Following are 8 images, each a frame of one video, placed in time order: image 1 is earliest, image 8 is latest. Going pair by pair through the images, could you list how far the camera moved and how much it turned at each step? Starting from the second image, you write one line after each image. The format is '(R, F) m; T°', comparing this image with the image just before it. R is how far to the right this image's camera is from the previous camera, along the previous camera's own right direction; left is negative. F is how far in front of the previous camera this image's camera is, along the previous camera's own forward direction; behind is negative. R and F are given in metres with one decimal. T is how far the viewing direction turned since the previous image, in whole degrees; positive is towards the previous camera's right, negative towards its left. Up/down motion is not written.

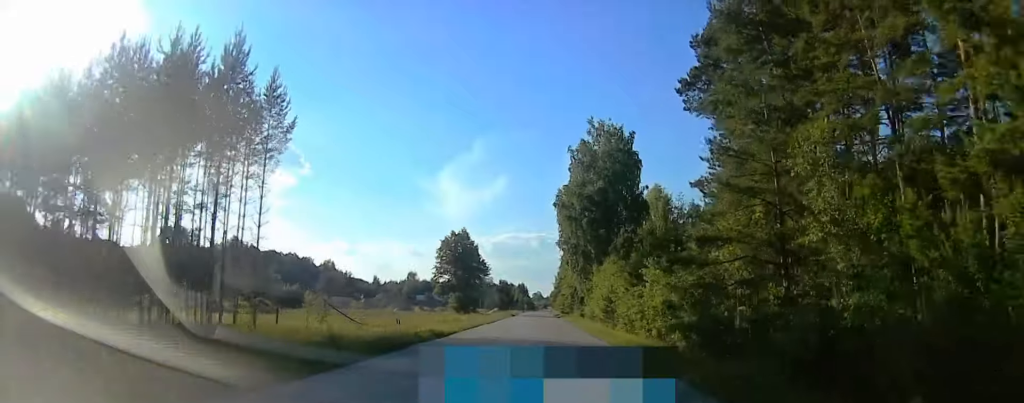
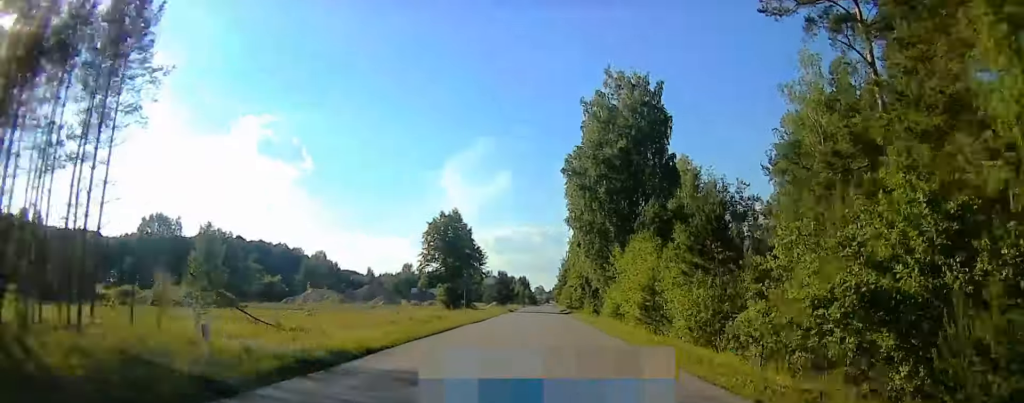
(0.0, +14.1) m; 0°
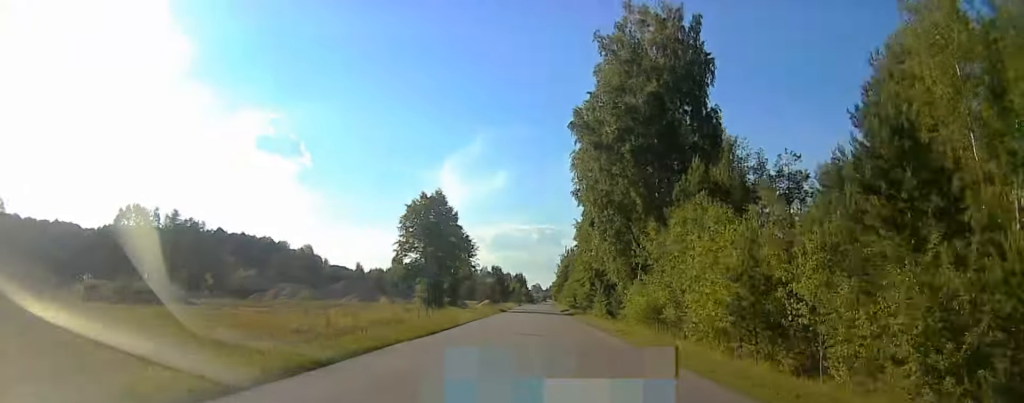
(+0.1, +14.0) m; 0°
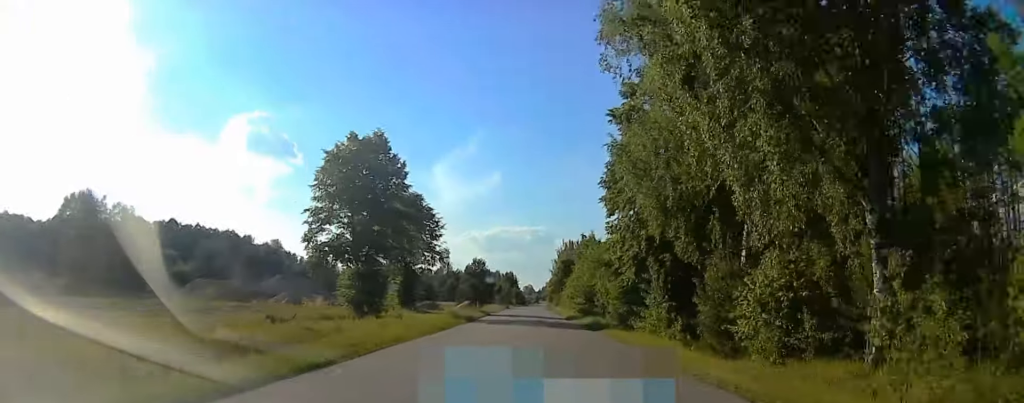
(0.0, +25.8) m; 0°
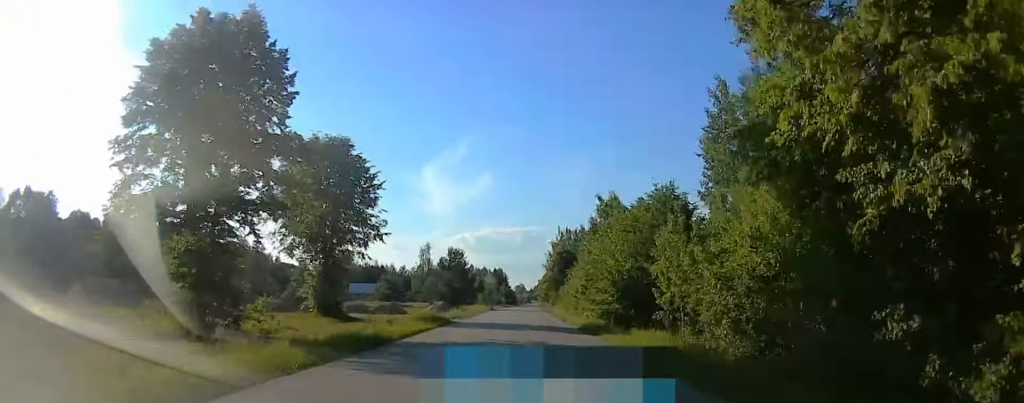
(+0.1, +20.1) m; +1°
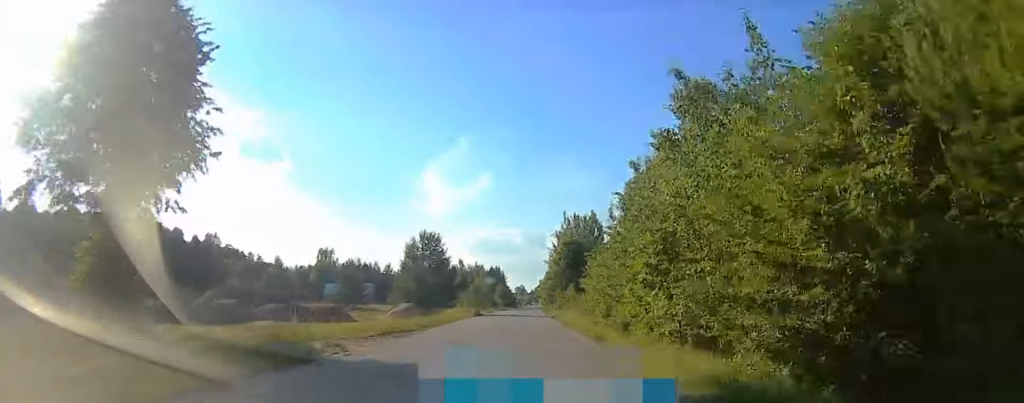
(+0.2, +21.3) m; +1°
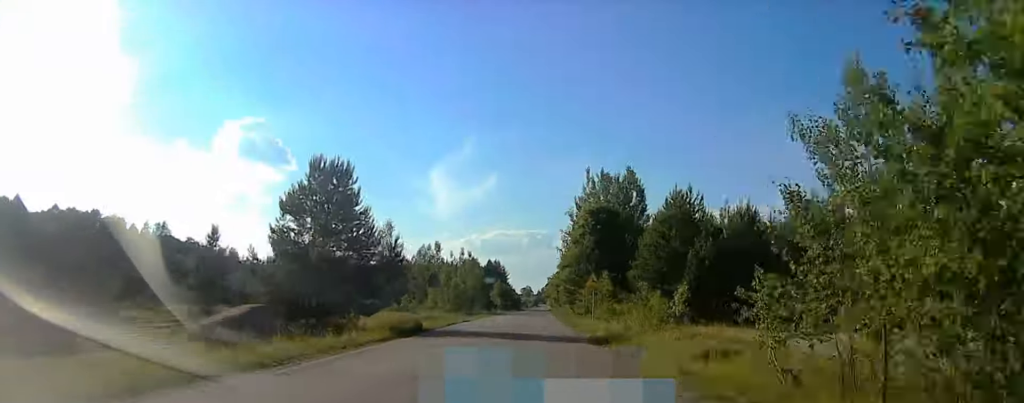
(+0.1, +36.5) m; 0°
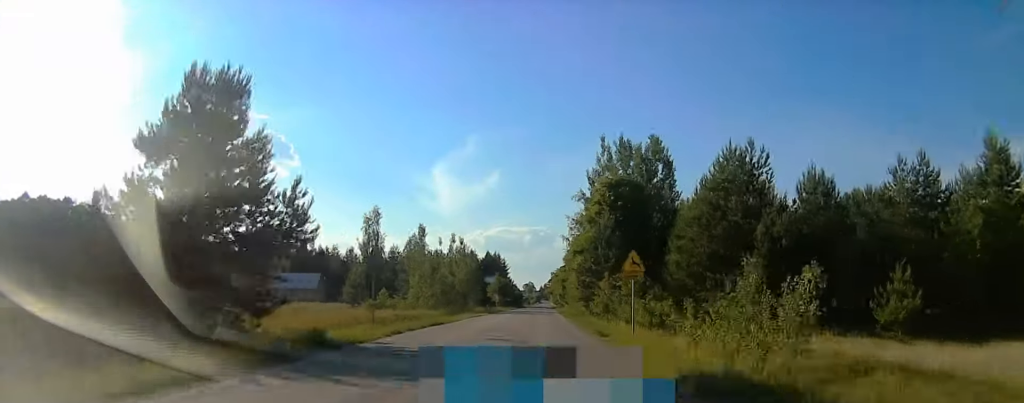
(-0.1, +16.2) m; 0°
